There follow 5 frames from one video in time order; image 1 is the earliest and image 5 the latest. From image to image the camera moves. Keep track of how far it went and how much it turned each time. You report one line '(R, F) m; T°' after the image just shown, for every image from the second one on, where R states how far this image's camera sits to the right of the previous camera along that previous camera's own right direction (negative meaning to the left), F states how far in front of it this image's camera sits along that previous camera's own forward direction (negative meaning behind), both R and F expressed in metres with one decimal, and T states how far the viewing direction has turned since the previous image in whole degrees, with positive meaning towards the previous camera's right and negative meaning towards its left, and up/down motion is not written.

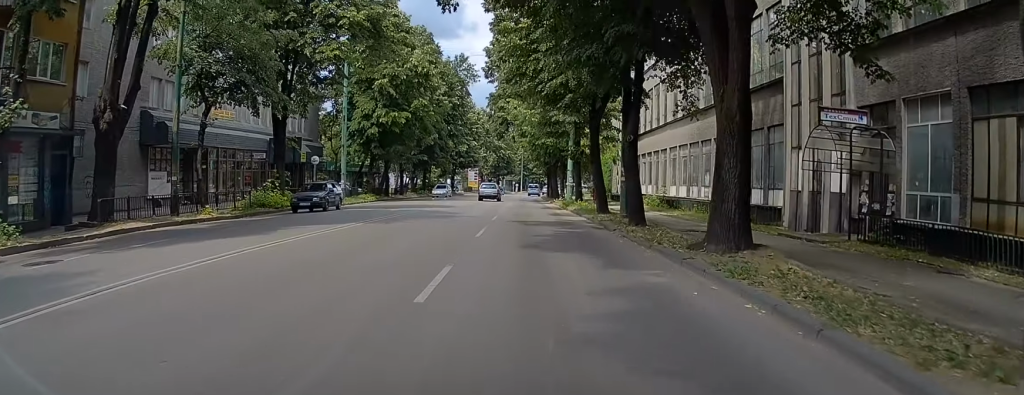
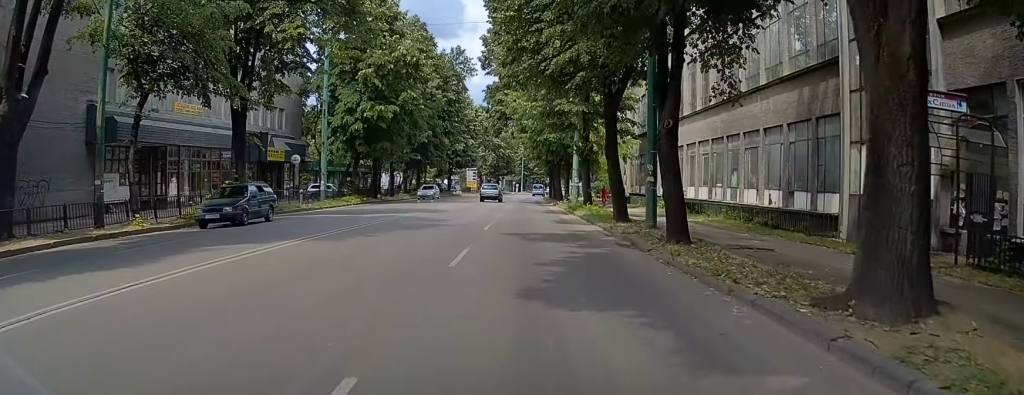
(0.0, +5.5) m; +1°
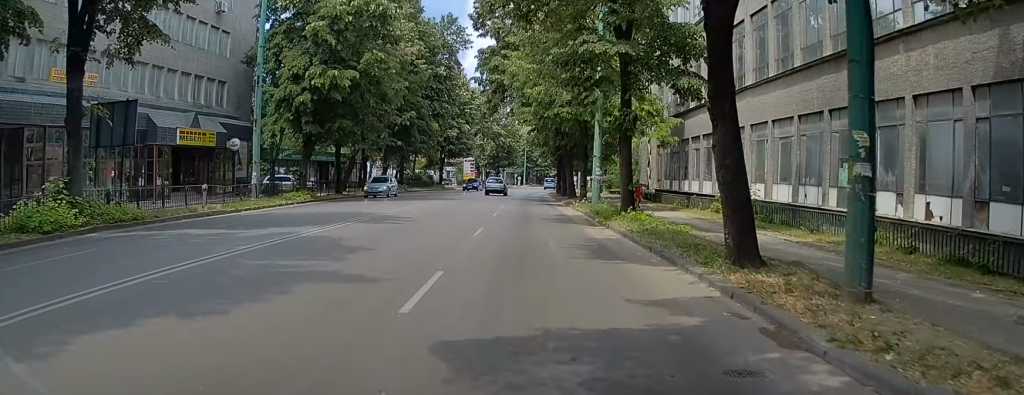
(+0.2, +12.8) m; +1°
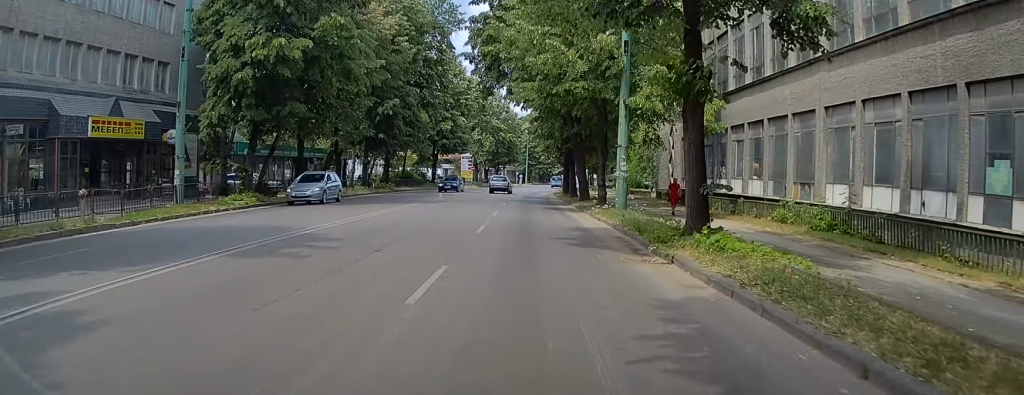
(+0.1, +8.5) m; 0°
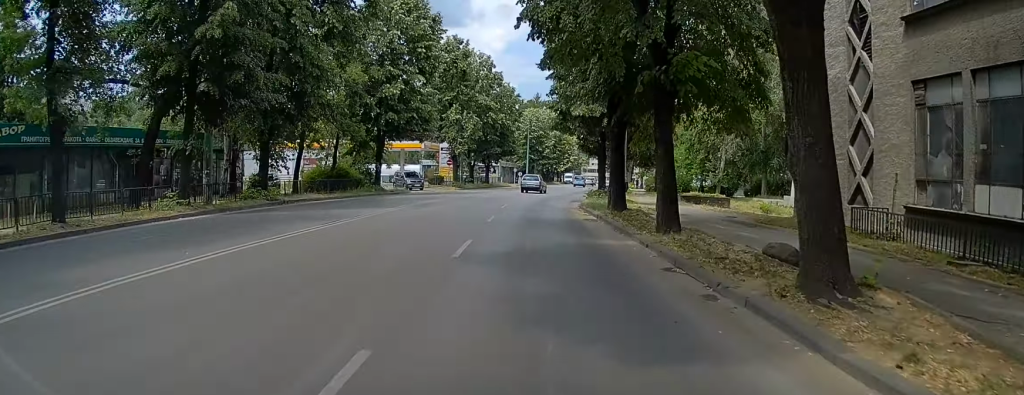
(-0.9, +30.0) m; -2°
